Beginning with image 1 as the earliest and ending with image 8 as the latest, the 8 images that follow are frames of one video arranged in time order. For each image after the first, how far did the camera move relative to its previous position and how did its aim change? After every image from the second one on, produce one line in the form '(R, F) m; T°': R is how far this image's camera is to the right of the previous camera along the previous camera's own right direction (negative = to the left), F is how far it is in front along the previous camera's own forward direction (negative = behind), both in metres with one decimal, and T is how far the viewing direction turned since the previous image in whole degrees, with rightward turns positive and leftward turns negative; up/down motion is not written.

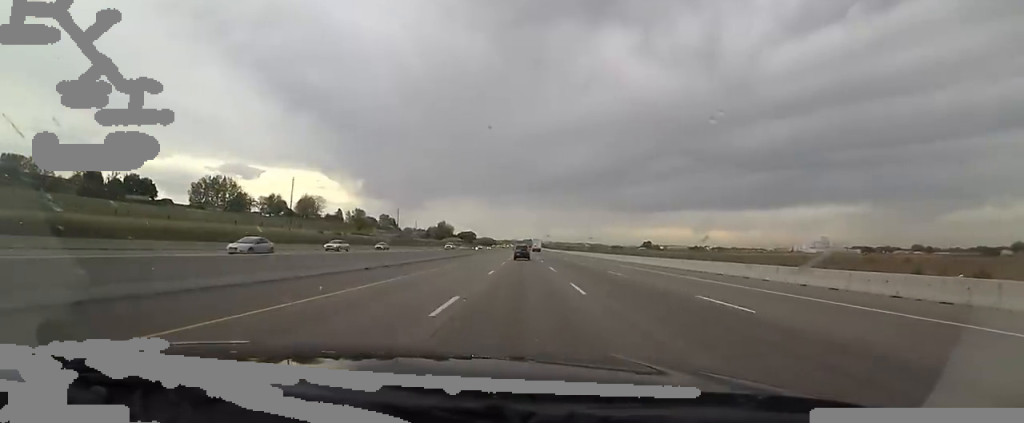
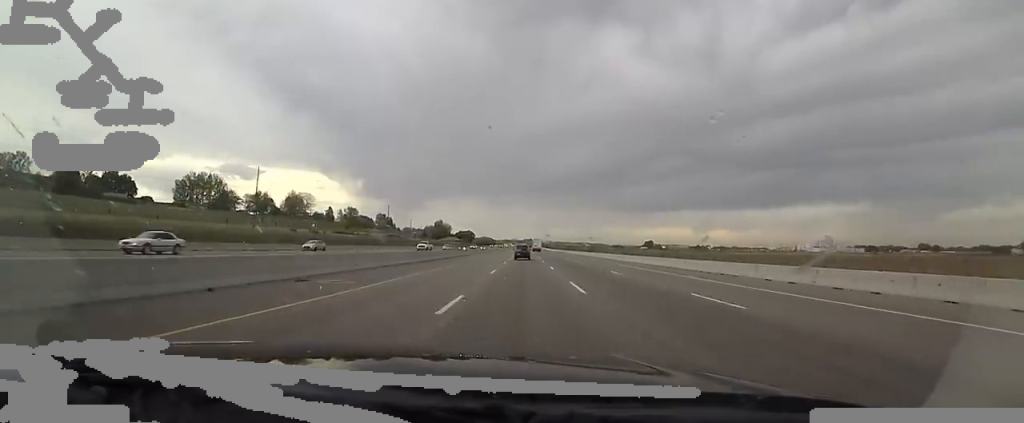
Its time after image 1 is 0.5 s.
(+0.4, +15.0) m; 0°
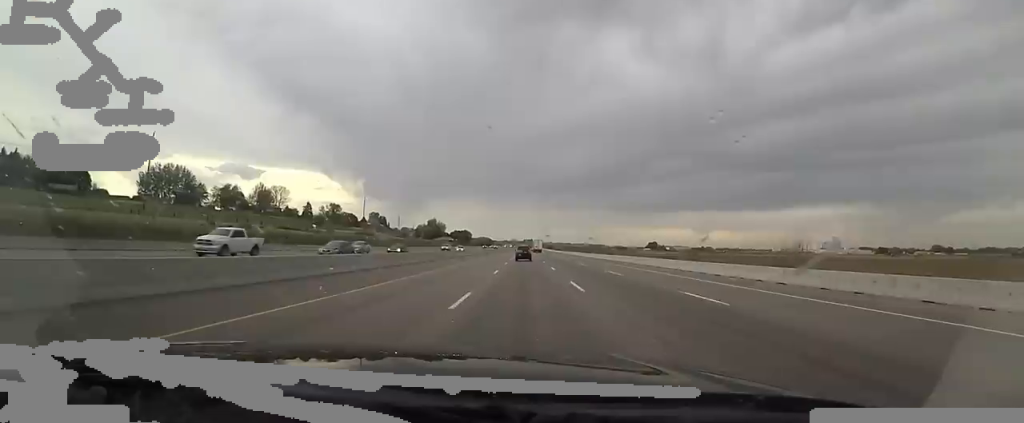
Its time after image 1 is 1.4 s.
(-0.2, +28.9) m; +1°
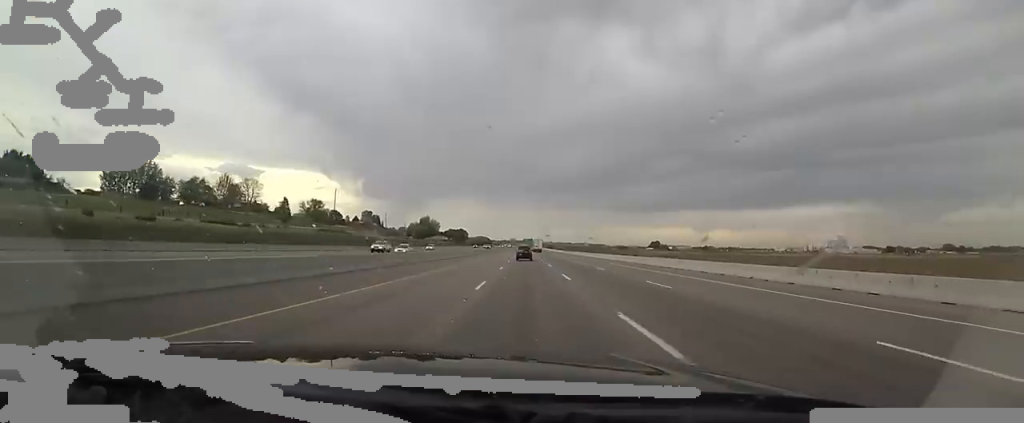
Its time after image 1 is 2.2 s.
(+0.5, +24.4) m; 0°
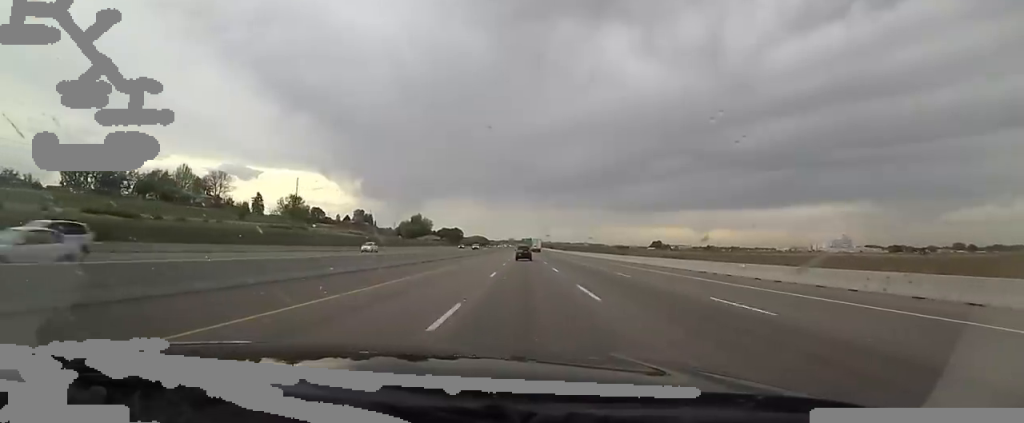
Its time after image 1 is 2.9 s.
(-0.1, +22.3) m; 0°
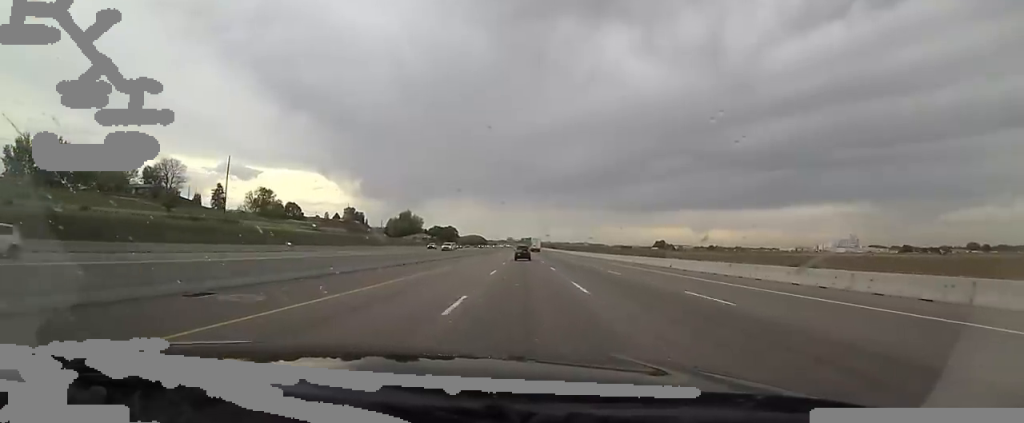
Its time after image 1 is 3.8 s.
(-0.5, +27.5) m; 0°
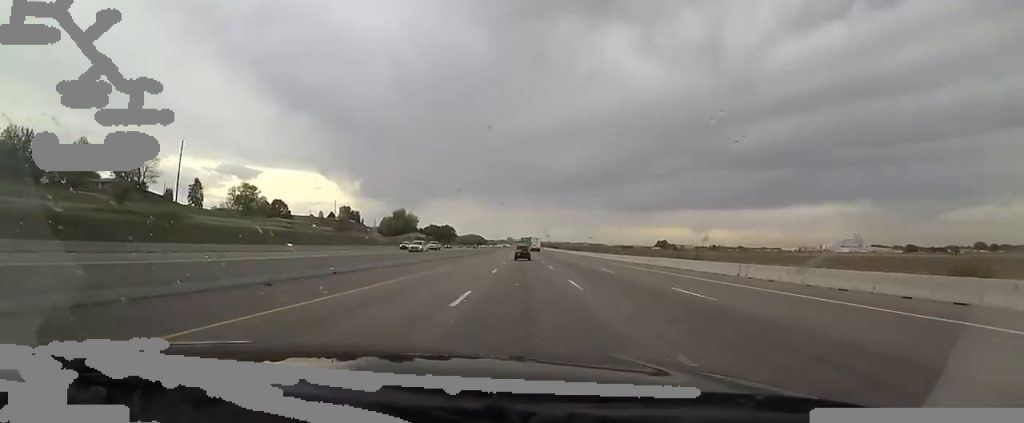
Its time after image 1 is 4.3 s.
(+0.6, +13.4) m; 0°
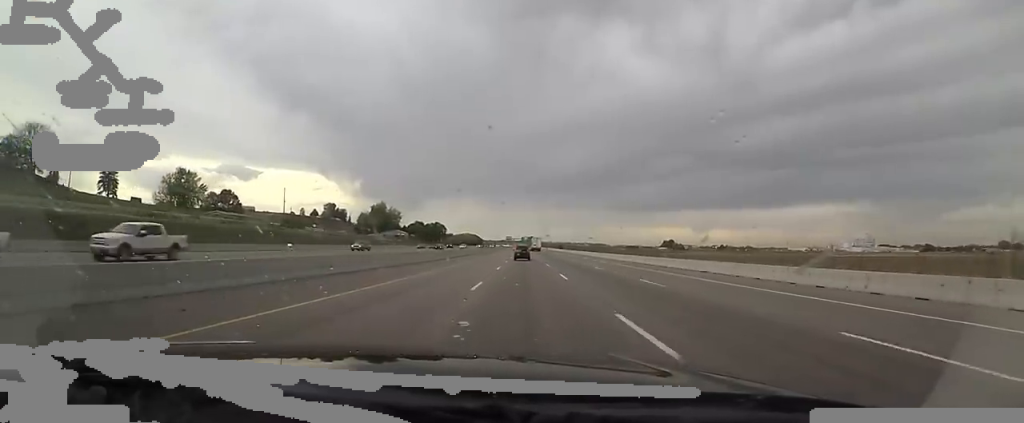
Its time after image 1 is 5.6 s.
(-1.1, +40.9) m; 0°
